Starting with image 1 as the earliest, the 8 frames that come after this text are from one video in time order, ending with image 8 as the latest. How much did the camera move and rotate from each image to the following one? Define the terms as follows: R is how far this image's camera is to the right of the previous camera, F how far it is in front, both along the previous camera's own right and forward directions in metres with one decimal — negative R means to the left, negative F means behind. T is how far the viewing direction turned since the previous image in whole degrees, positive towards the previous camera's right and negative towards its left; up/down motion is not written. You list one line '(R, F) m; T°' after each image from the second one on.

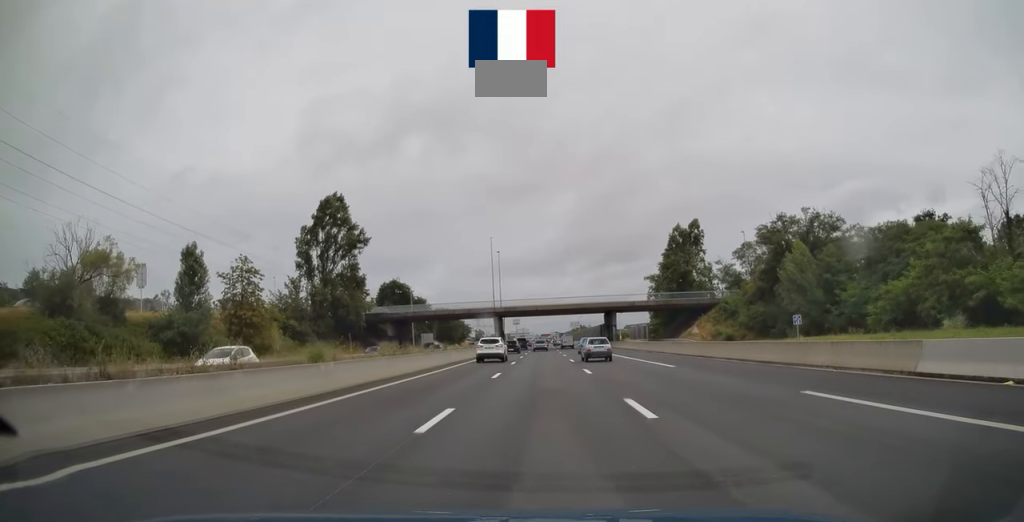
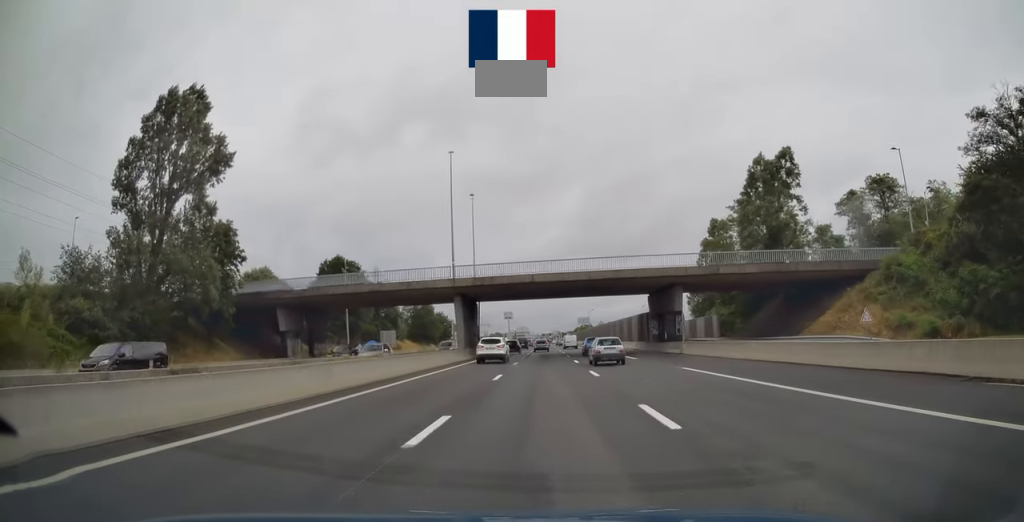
(-0.1, +40.6) m; -1°
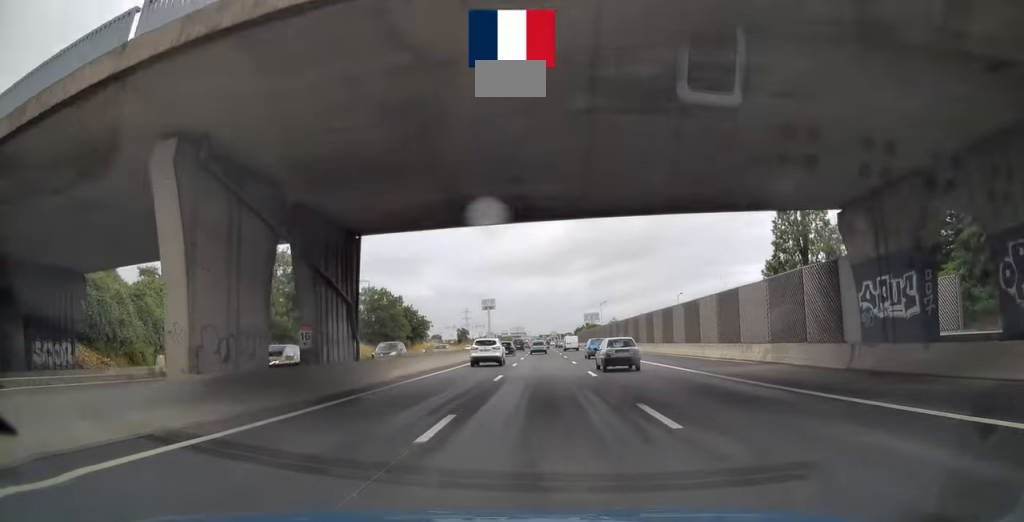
(-0.1, +38.7) m; 0°
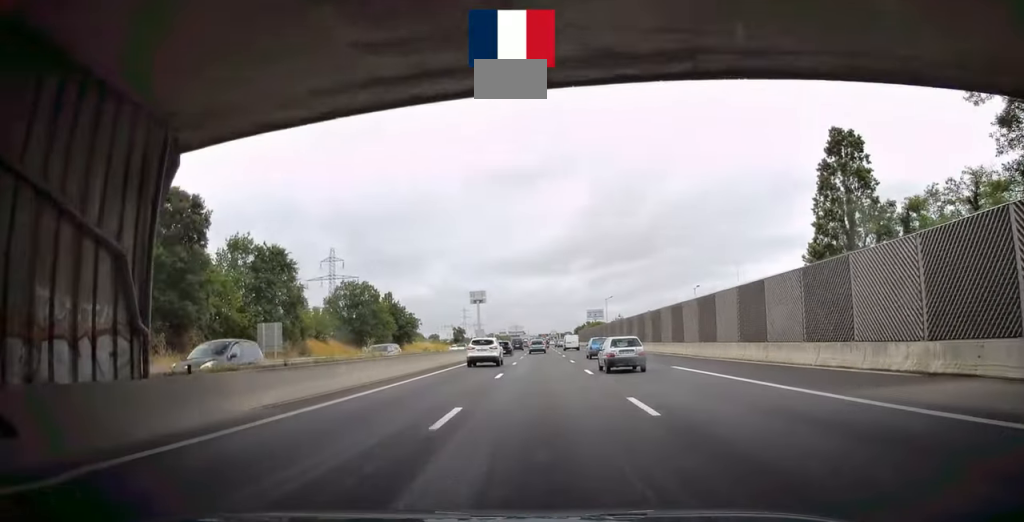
(0.0, +11.9) m; 0°
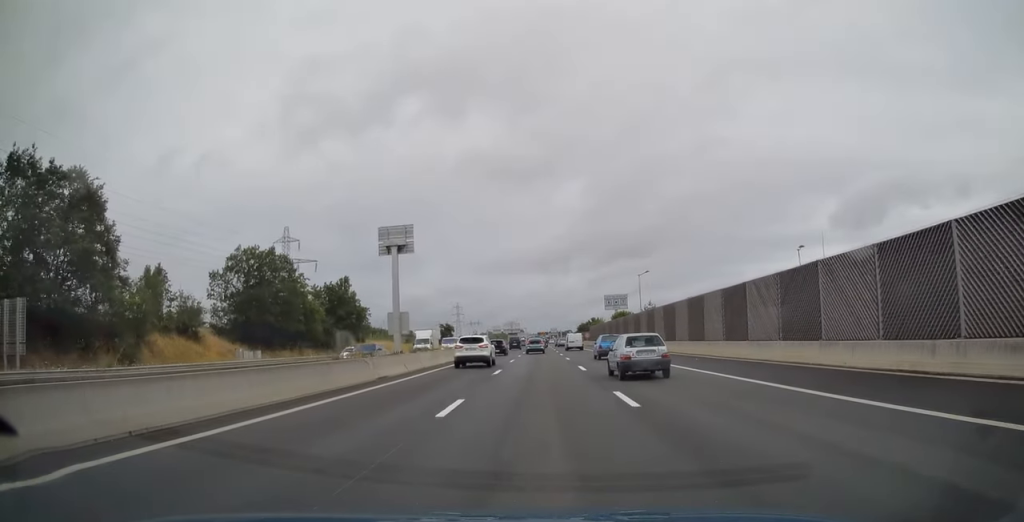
(0.0, +37.6) m; 0°
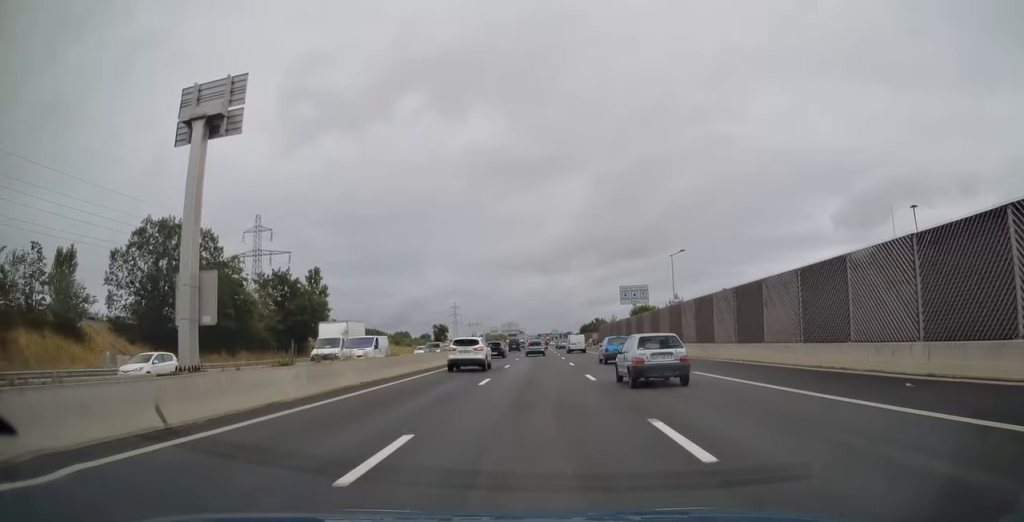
(+0.1, +18.1) m; 0°
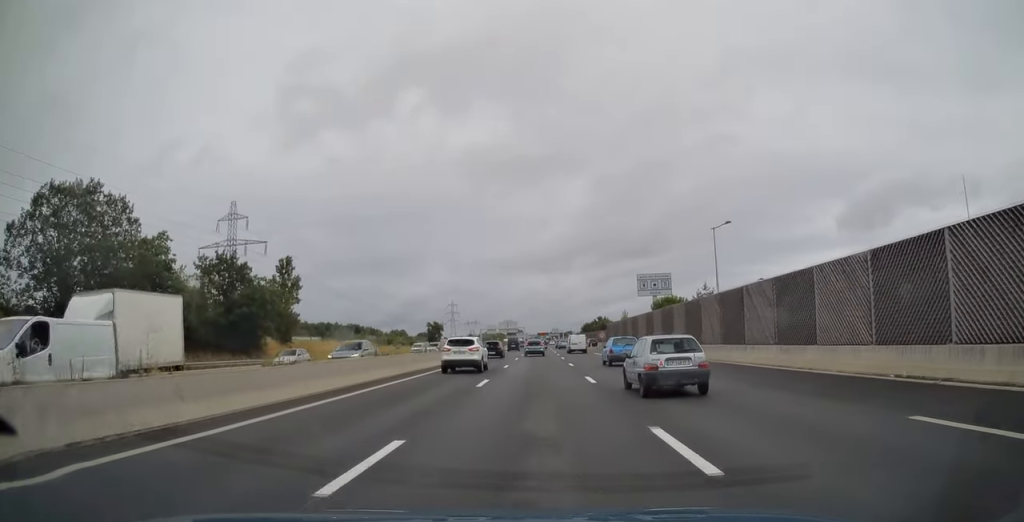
(+0.1, +13.5) m; 0°
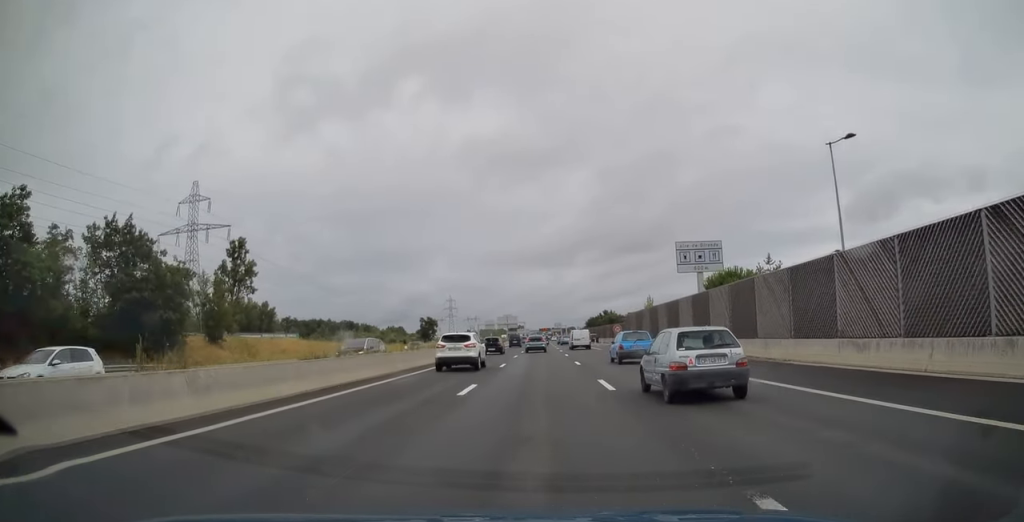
(-0.1, +17.6) m; 0°
